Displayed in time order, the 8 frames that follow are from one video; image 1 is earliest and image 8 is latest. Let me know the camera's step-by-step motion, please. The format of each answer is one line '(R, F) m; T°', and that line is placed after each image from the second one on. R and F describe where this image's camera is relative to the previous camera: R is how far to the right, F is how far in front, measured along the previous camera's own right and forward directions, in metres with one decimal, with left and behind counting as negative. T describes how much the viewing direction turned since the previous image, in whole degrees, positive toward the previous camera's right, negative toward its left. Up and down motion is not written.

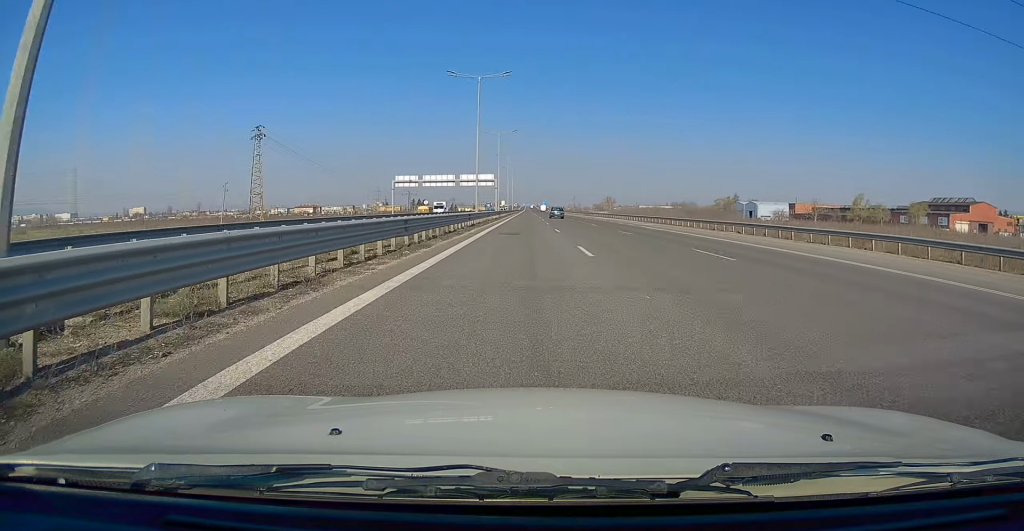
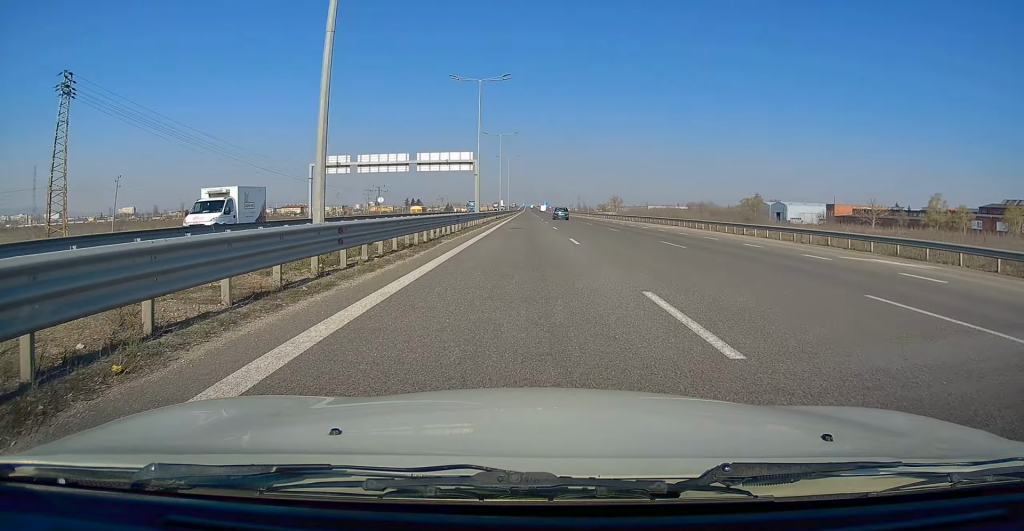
(+0.6, +42.1) m; 0°
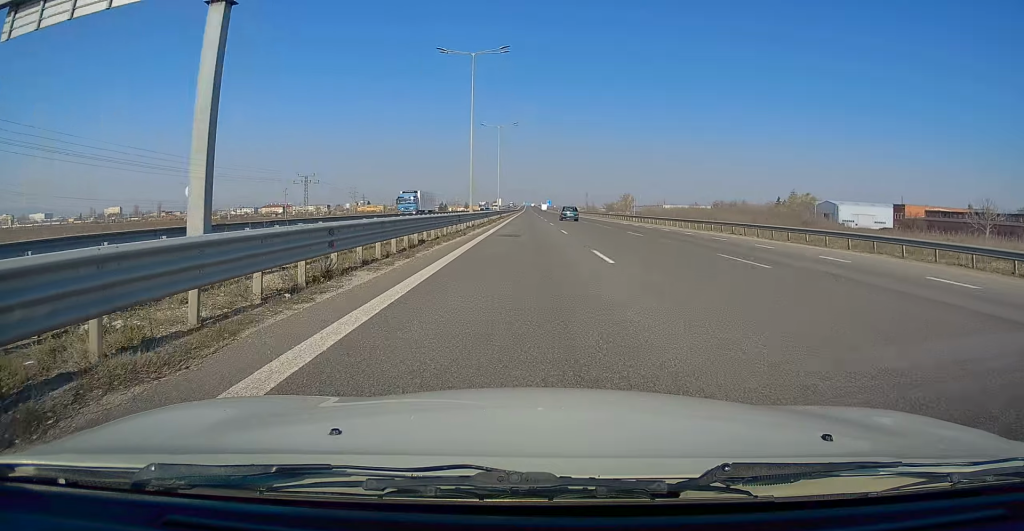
(-0.4, +54.7) m; 0°
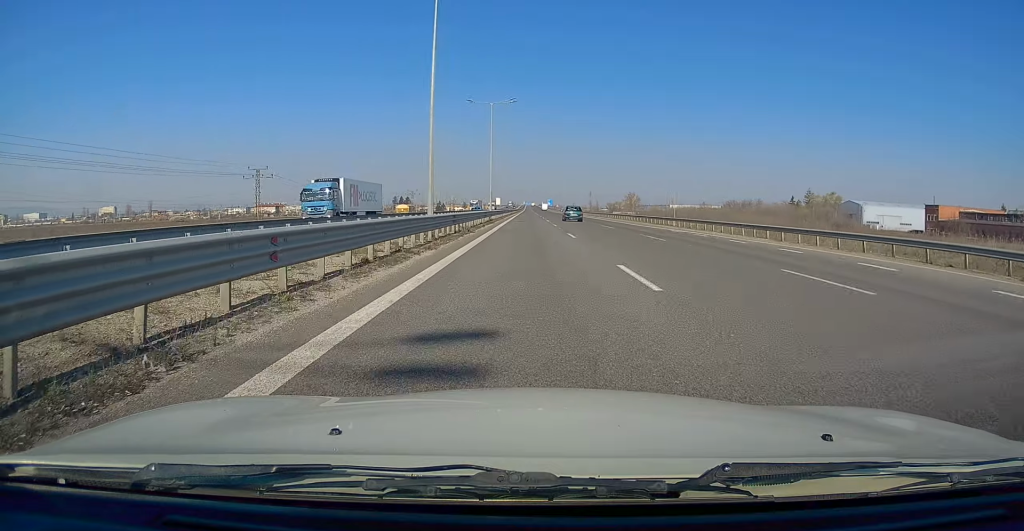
(+0.2, +20.4) m; 0°
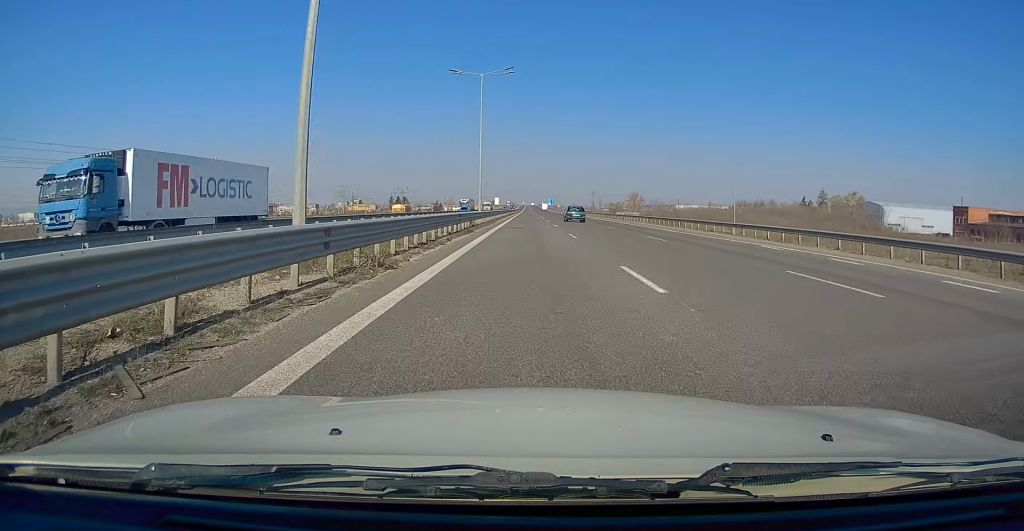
(0.0, +16.1) m; 0°
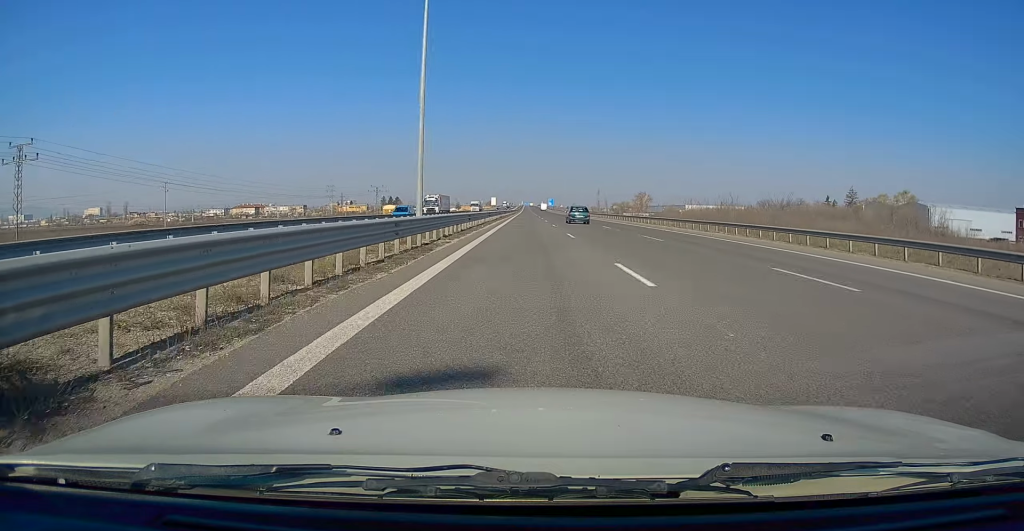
(-0.1, +31.1) m; -1°
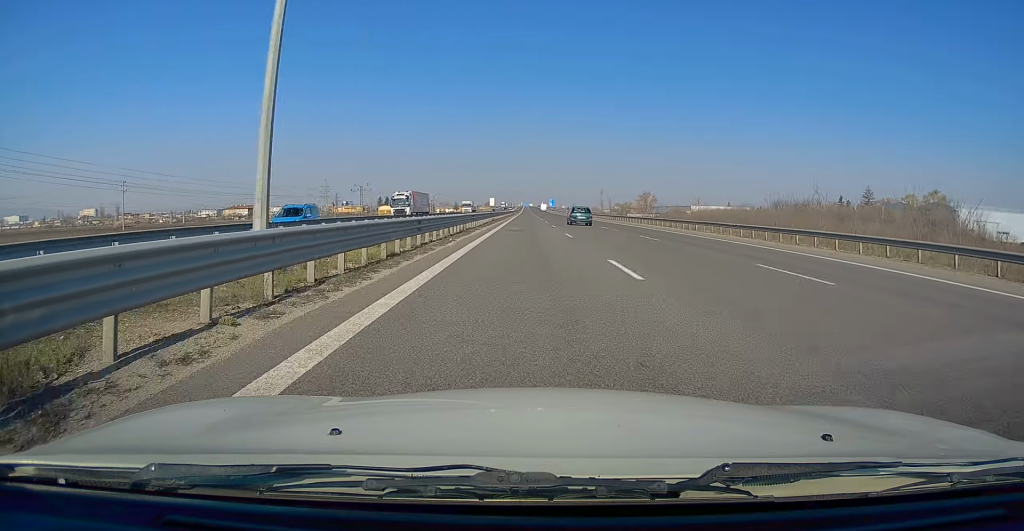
(-0.2, +15.0) m; 0°
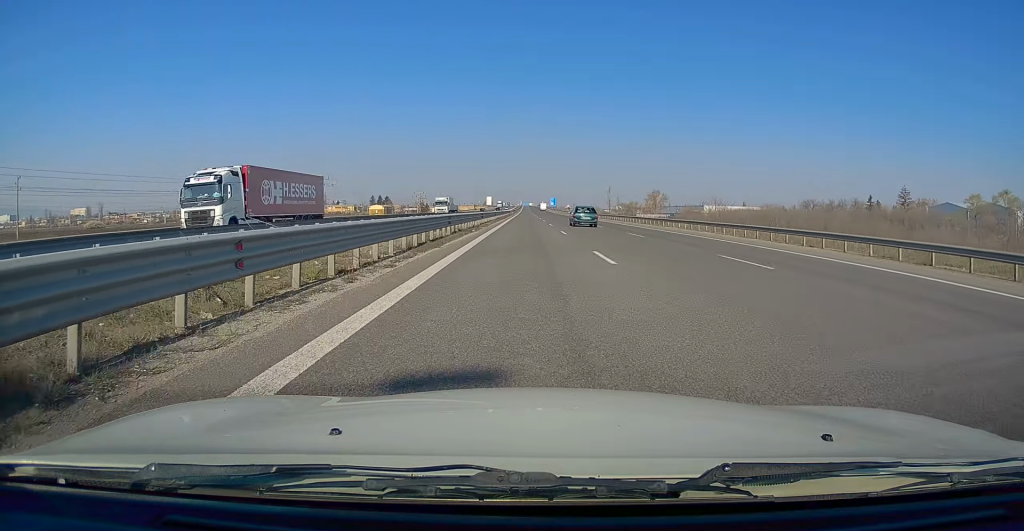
(+0.1, +28.9) m; 0°
